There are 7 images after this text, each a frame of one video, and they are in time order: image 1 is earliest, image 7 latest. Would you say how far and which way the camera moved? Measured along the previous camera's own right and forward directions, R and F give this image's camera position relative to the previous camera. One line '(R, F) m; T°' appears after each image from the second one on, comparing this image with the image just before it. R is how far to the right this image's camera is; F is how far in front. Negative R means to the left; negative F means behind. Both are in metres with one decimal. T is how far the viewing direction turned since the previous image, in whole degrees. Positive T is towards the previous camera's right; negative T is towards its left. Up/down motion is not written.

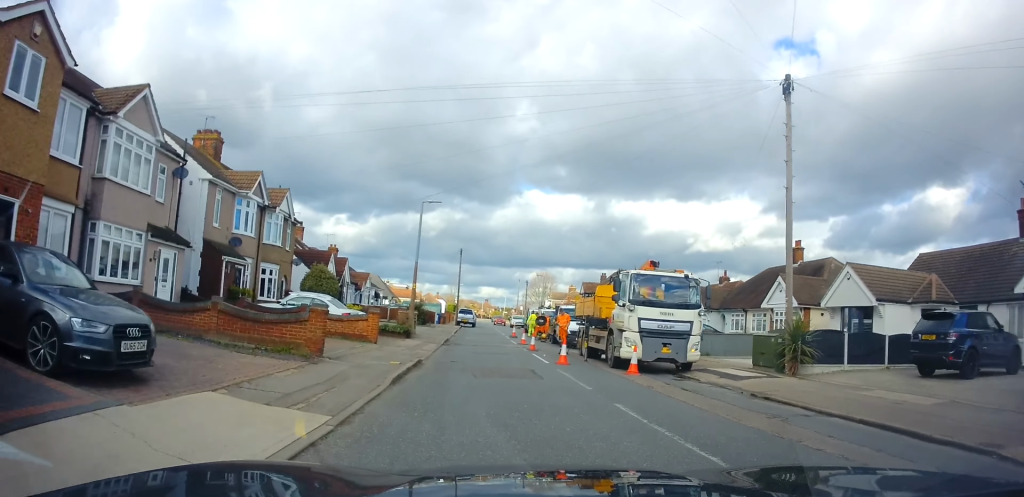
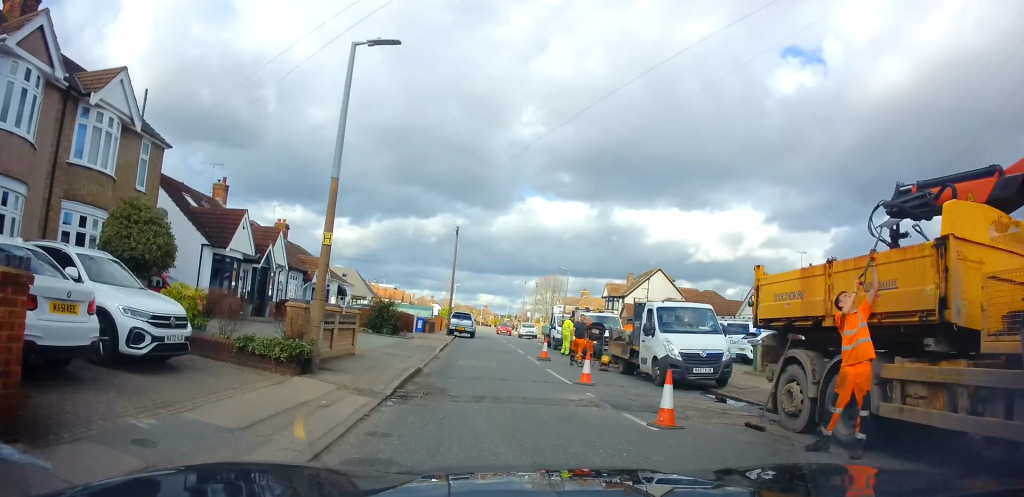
(+0.1, +15.9) m; 0°
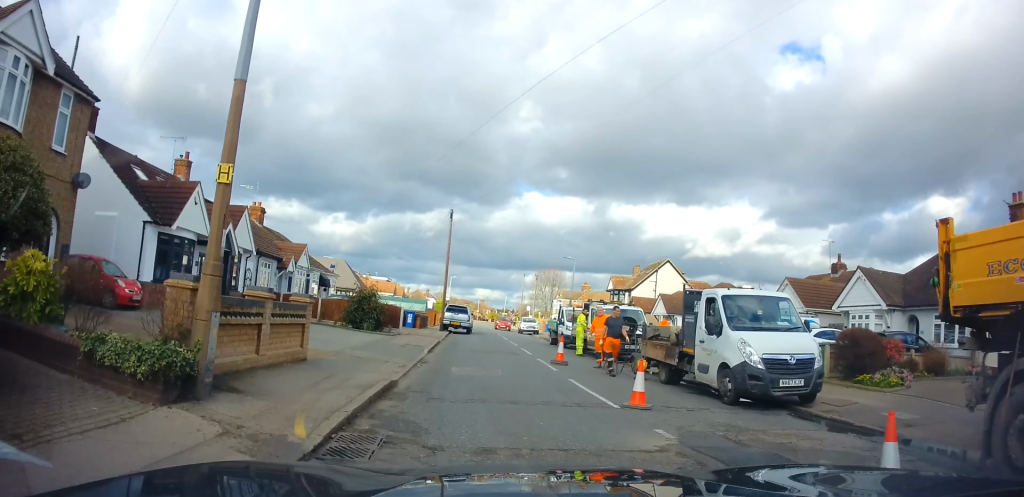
(0.0, +4.3) m; 0°
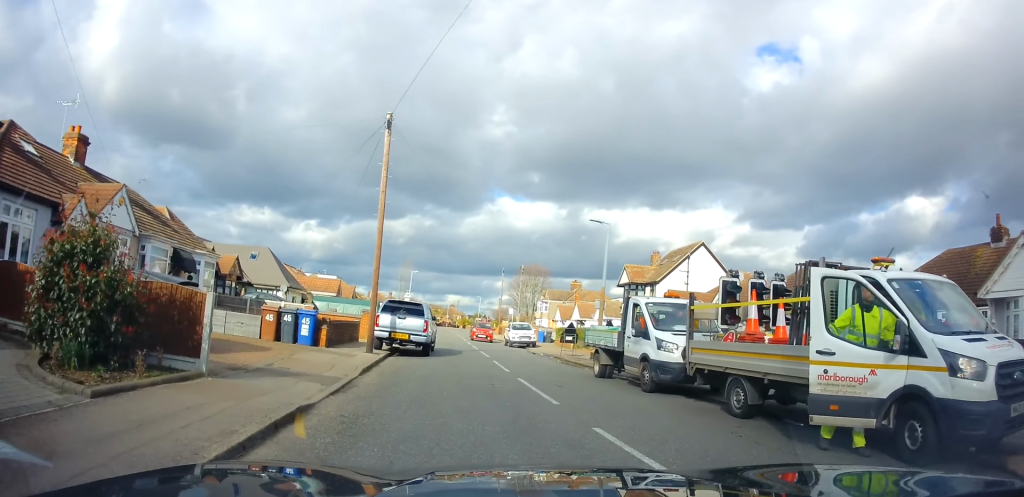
(+0.7, +17.6) m; +4°
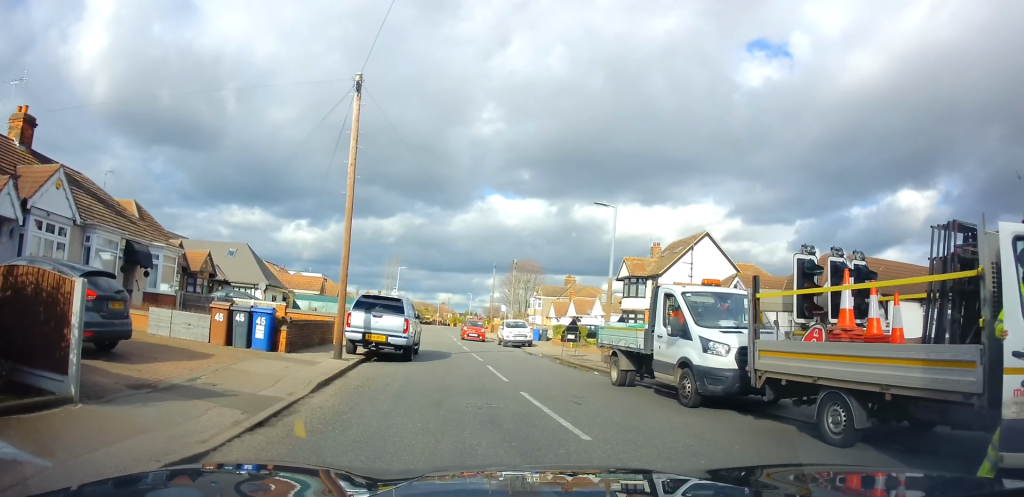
(0.0, +3.0) m; 0°
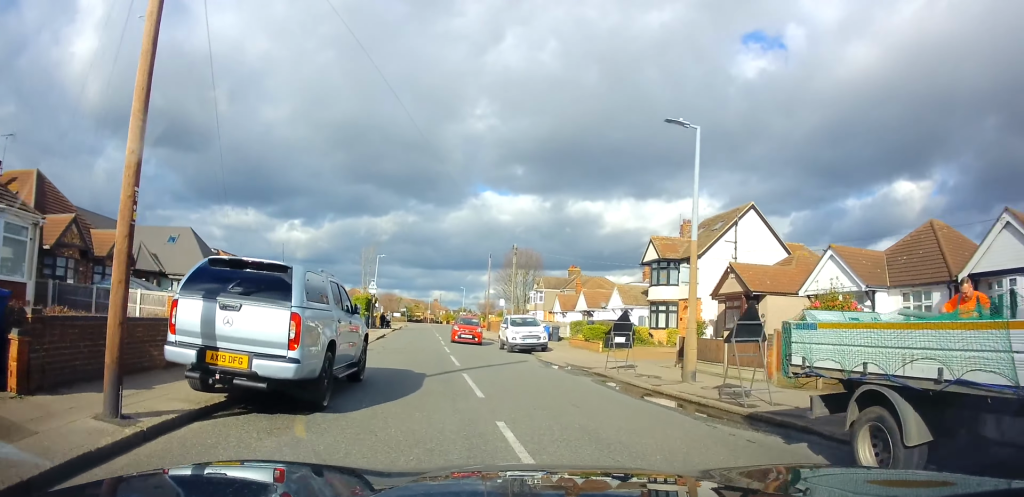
(-0.3, +9.2) m; -1°
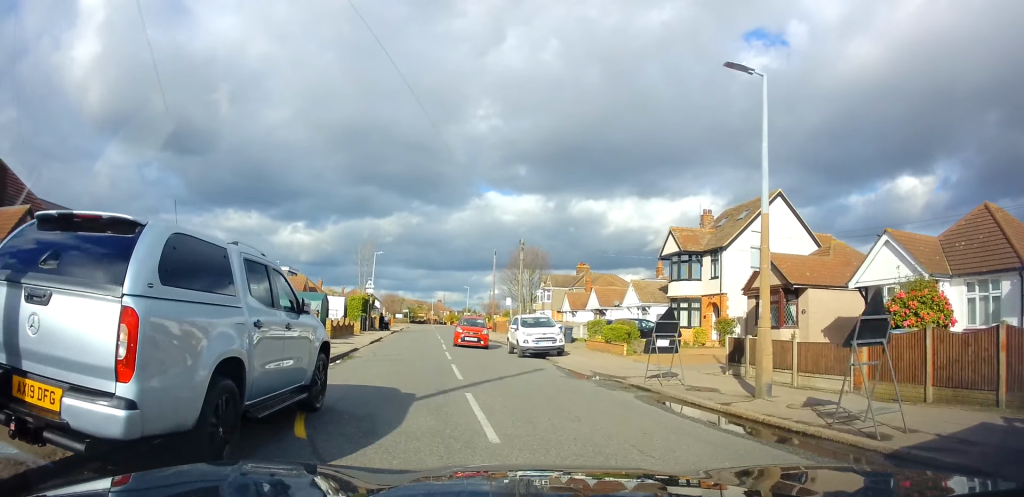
(0.0, +3.4) m; +1°
